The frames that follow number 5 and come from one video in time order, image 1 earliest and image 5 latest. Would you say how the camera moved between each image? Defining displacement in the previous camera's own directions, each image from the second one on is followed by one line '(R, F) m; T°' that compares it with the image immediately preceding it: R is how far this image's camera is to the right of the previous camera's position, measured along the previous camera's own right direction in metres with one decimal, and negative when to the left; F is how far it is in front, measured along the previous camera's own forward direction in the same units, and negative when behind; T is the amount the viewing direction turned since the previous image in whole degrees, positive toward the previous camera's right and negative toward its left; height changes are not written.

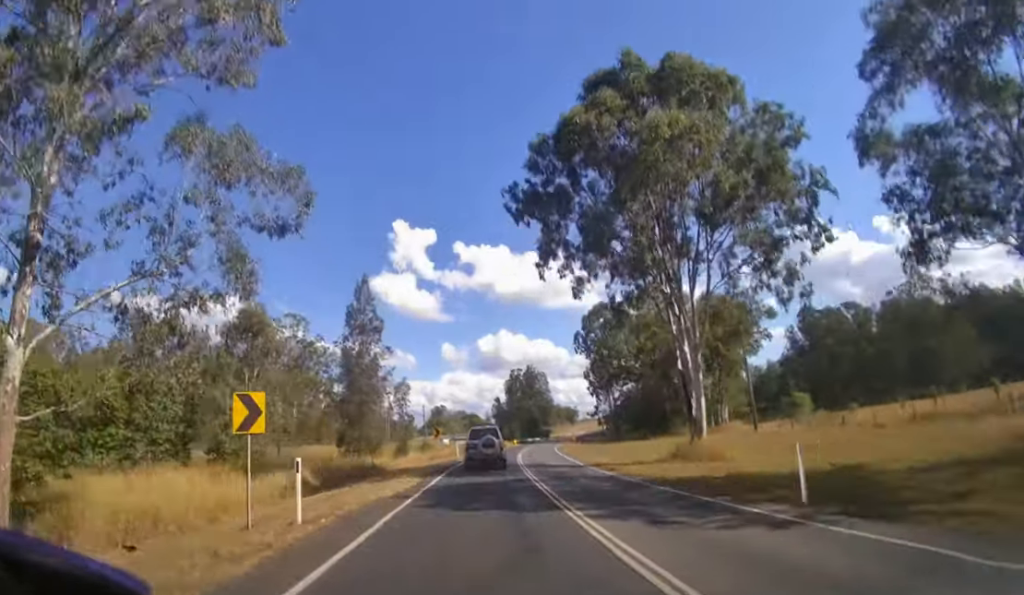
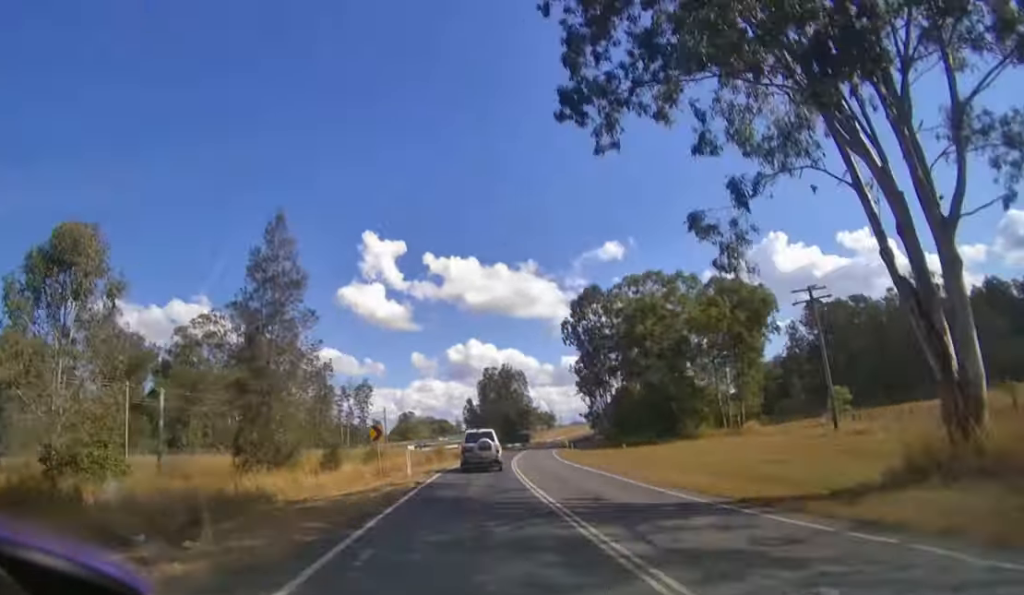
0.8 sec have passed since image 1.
(+0.3, +13.3) m; +3°
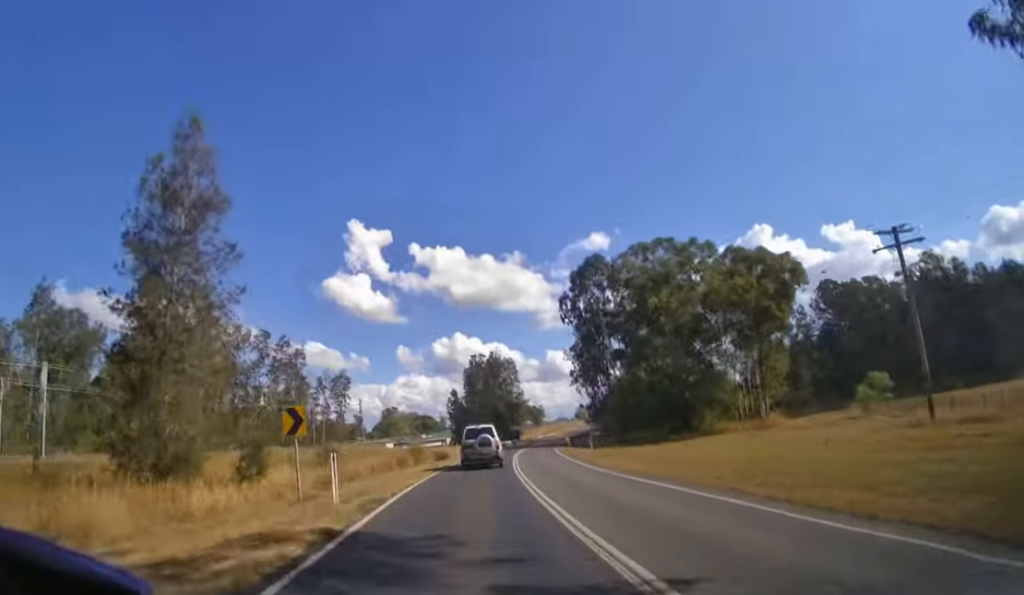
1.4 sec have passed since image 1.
(+0.2, +9.2) m; +2°
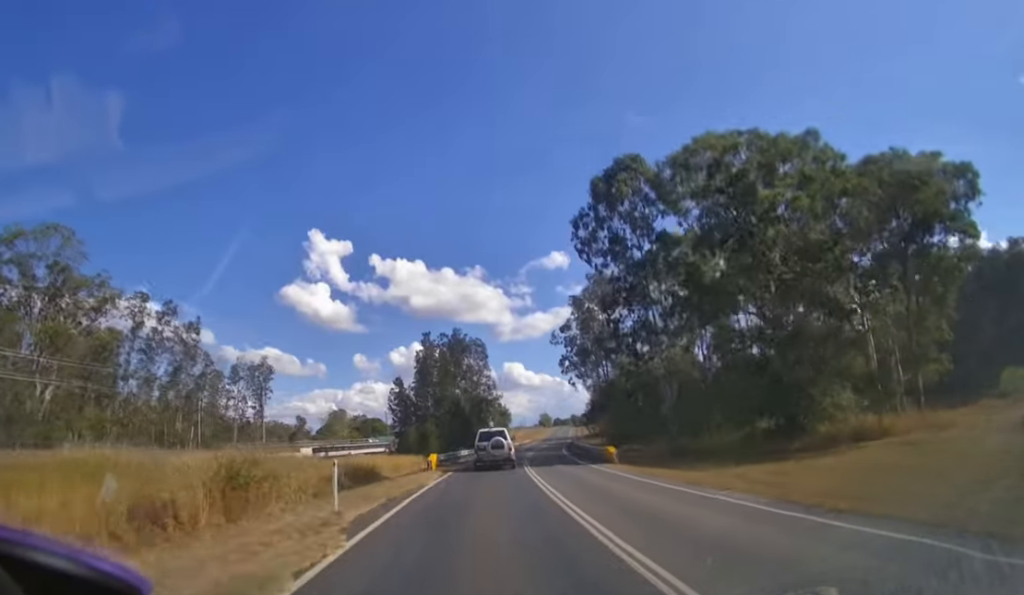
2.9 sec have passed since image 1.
(+1.3, +27.6) m; +6°
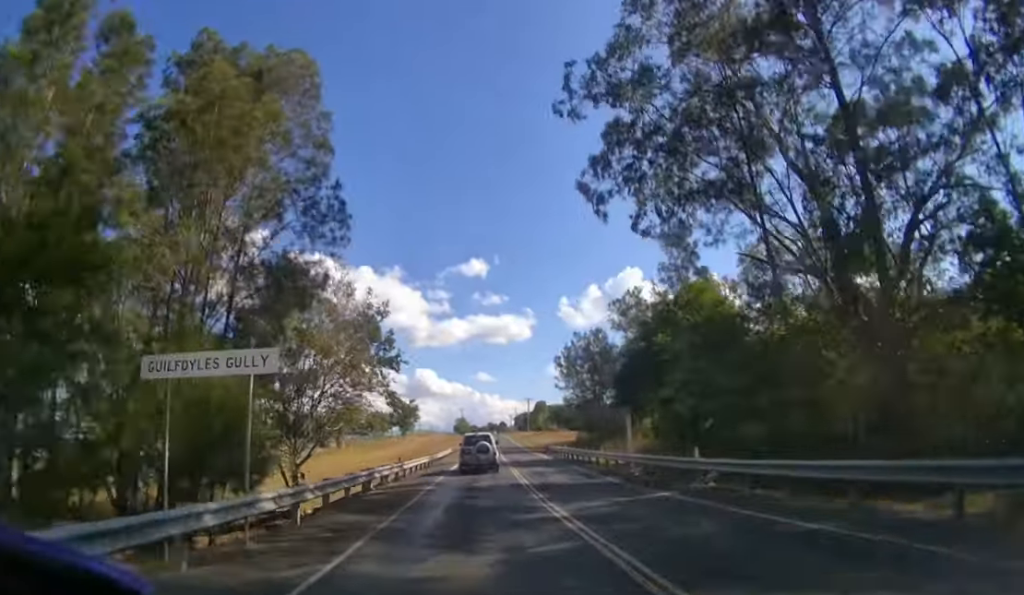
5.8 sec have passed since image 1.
(+5.4, +60.7) m; +10°
